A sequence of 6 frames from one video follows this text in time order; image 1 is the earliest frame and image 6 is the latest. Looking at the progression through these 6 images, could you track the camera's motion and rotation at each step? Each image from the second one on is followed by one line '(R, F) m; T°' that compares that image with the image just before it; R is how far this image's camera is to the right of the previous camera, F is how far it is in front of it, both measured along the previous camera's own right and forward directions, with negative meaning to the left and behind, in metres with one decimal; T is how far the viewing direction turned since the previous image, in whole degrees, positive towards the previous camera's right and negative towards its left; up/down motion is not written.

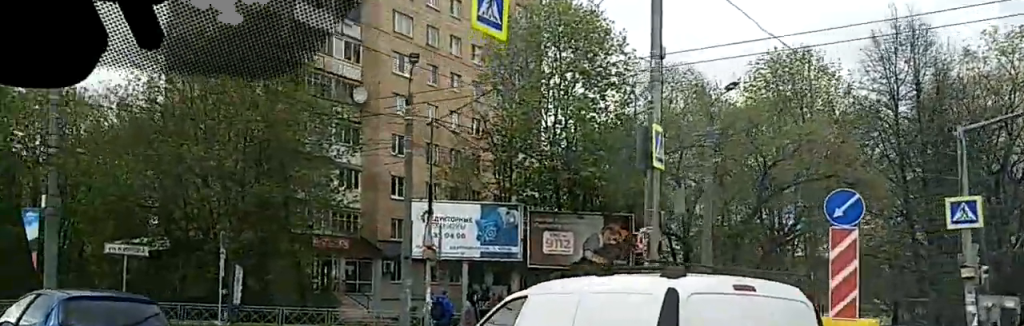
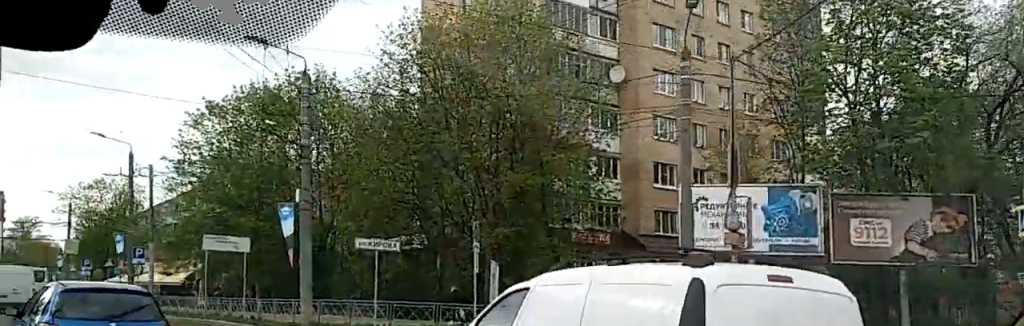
(-0.6, +6.3) m; -11°
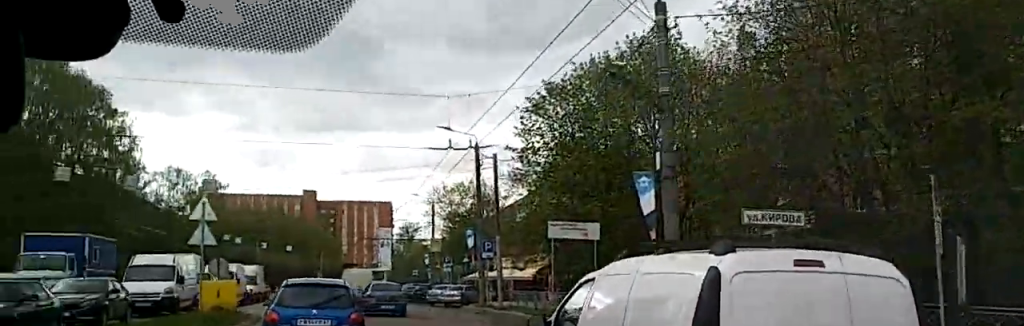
(-1.0, +7.9) m; -18°
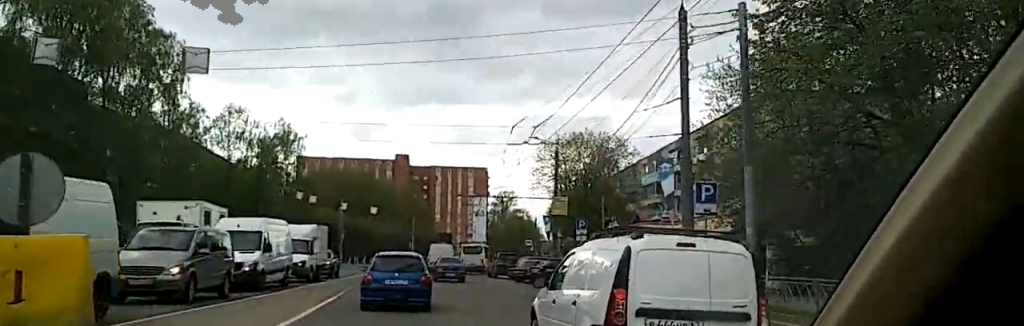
(-5.6, +19.2) m; -24°
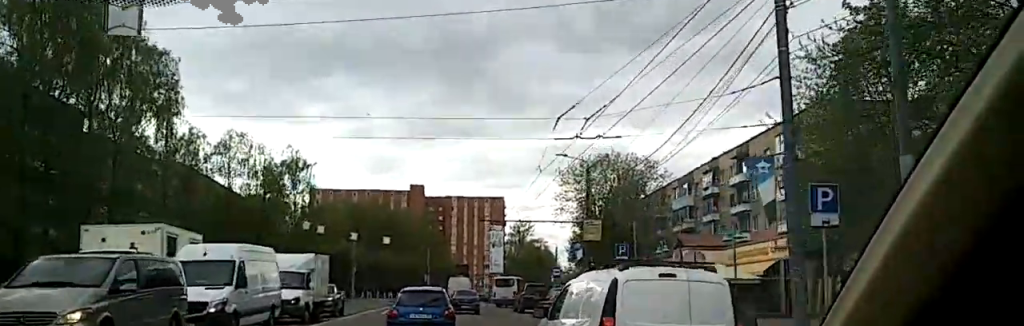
(-0.3, +5.9) m; -2°
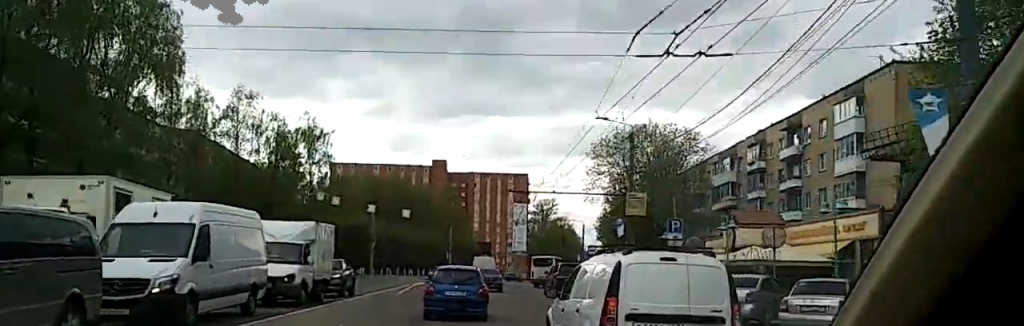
(0.0, +5.3) m; 0°
